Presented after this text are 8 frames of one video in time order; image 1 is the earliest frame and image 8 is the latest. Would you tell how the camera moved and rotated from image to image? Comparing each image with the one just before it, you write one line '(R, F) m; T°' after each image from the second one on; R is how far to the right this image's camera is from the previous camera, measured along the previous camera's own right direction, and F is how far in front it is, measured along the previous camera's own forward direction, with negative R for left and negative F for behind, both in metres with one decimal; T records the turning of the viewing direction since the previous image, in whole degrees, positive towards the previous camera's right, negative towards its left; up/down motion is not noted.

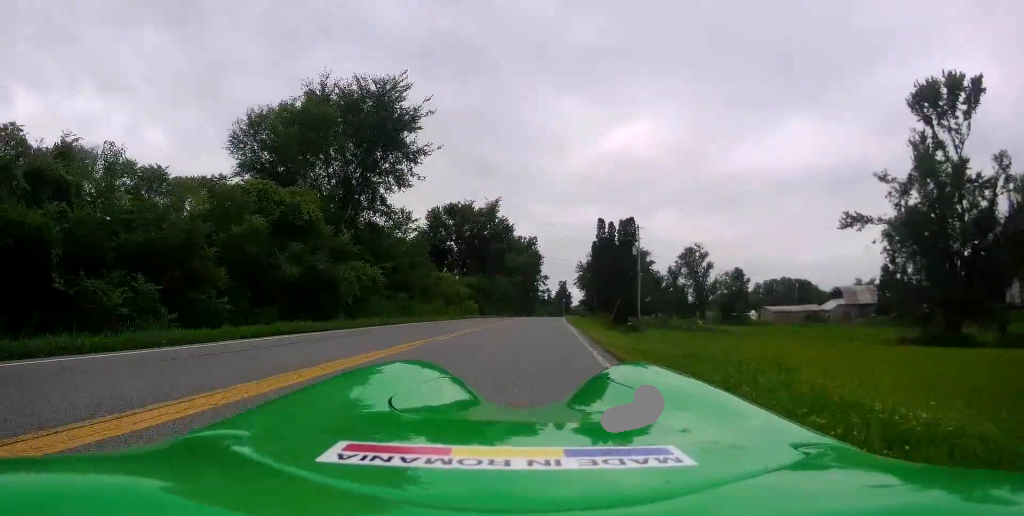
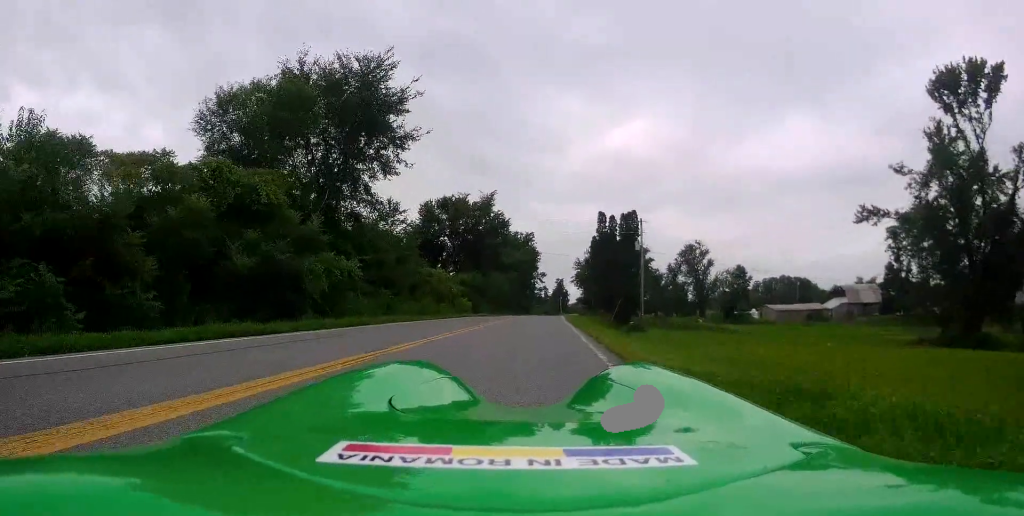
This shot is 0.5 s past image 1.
(0.0, +3.5) m; 0°
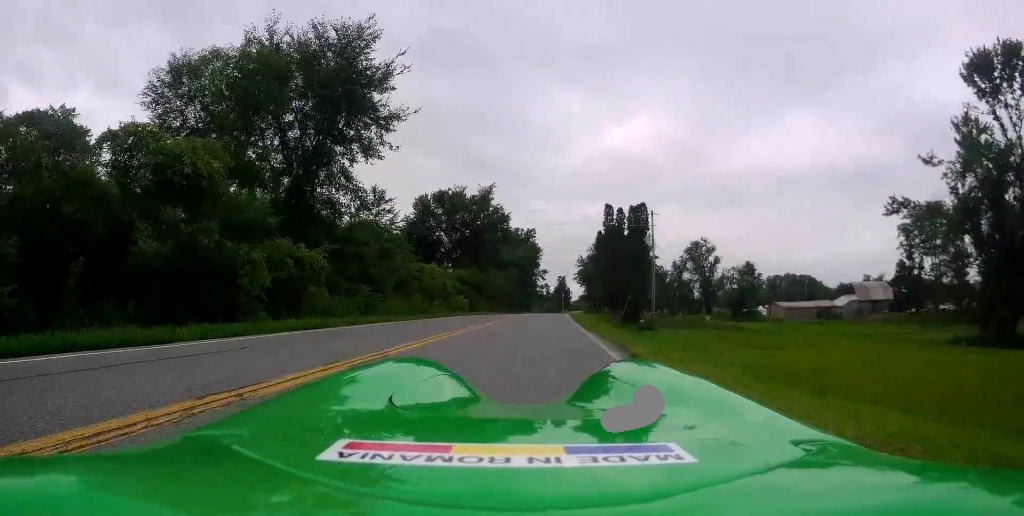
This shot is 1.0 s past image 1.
(0.0, +4.4) m; 0°
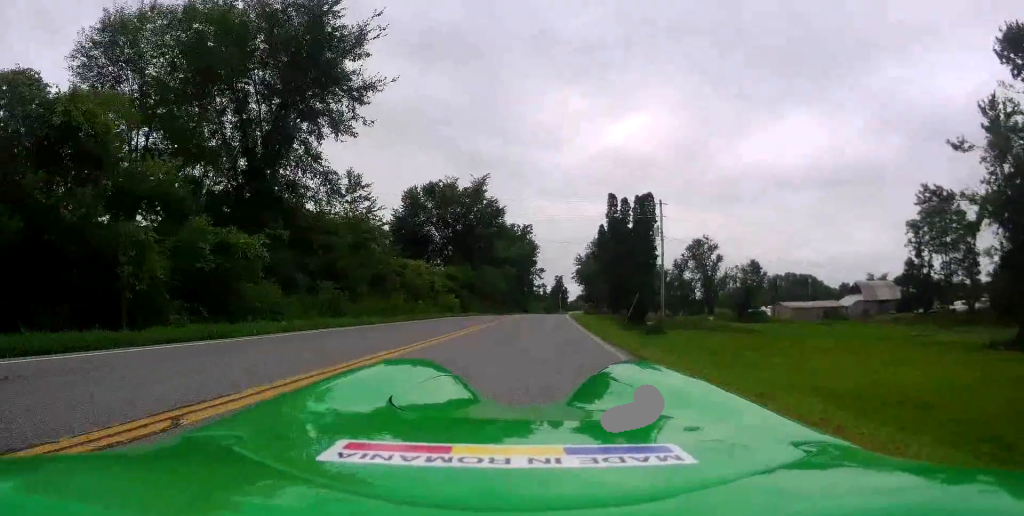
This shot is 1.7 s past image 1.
(0.0, +4.7) m; 0°
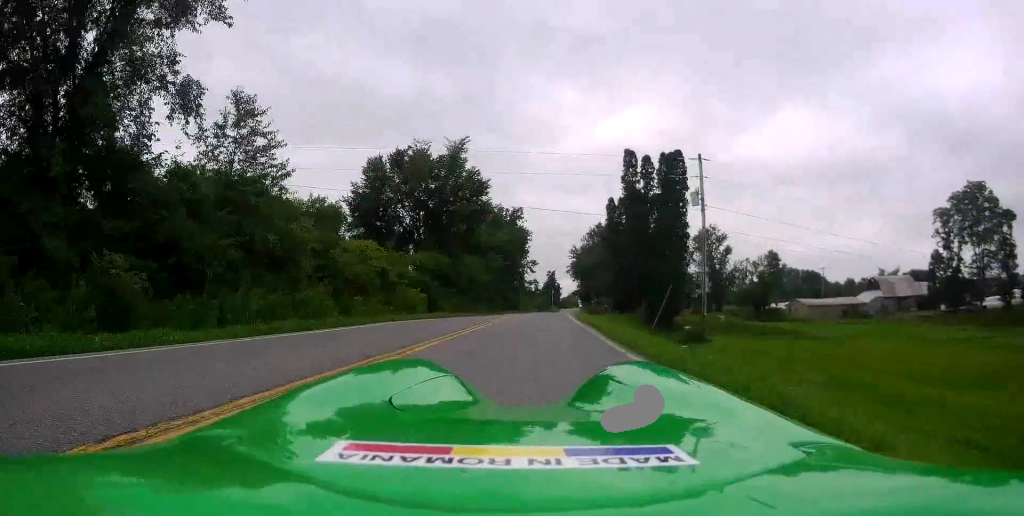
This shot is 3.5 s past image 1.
(+0.1, +13.3) m; +1°
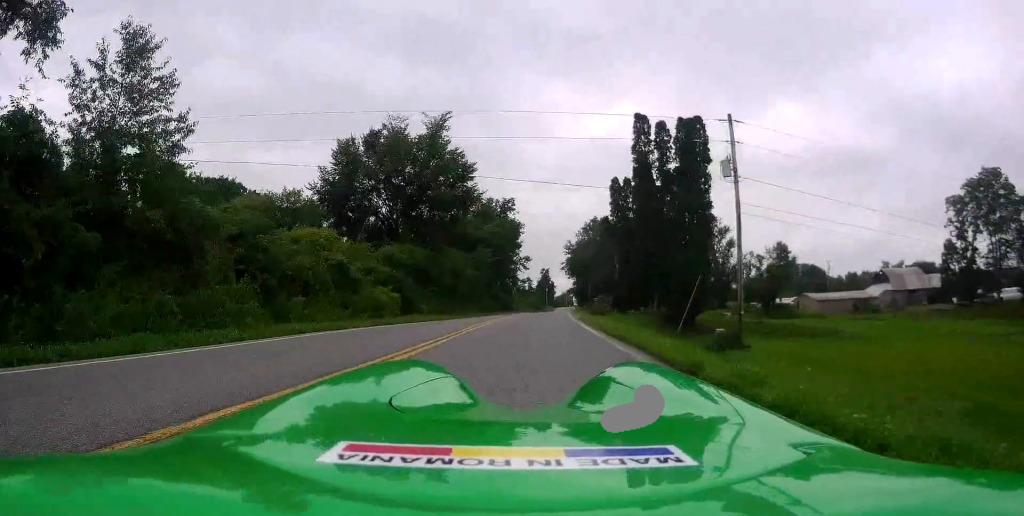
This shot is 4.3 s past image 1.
(0.0, +6.6) m; +1°
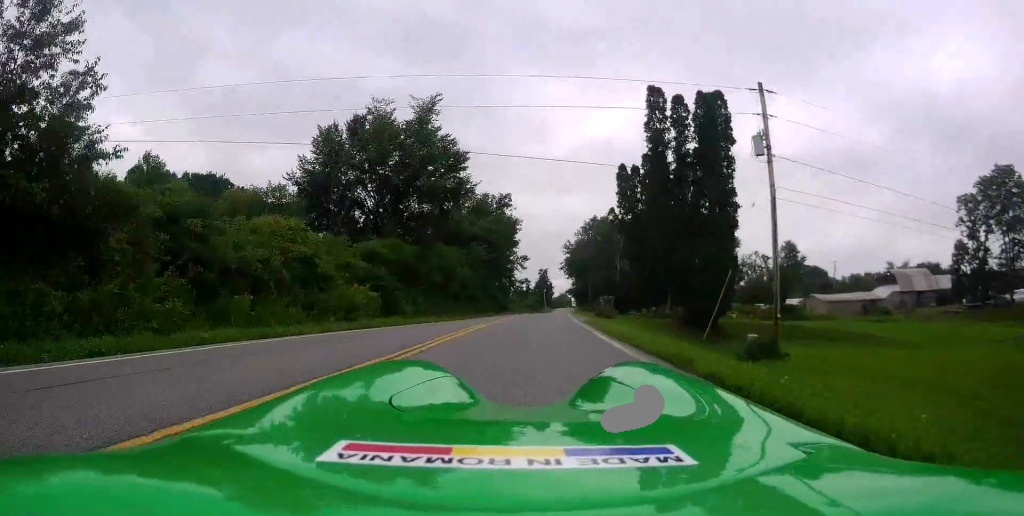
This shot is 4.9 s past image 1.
(+0.3, +4.4) m; -2°
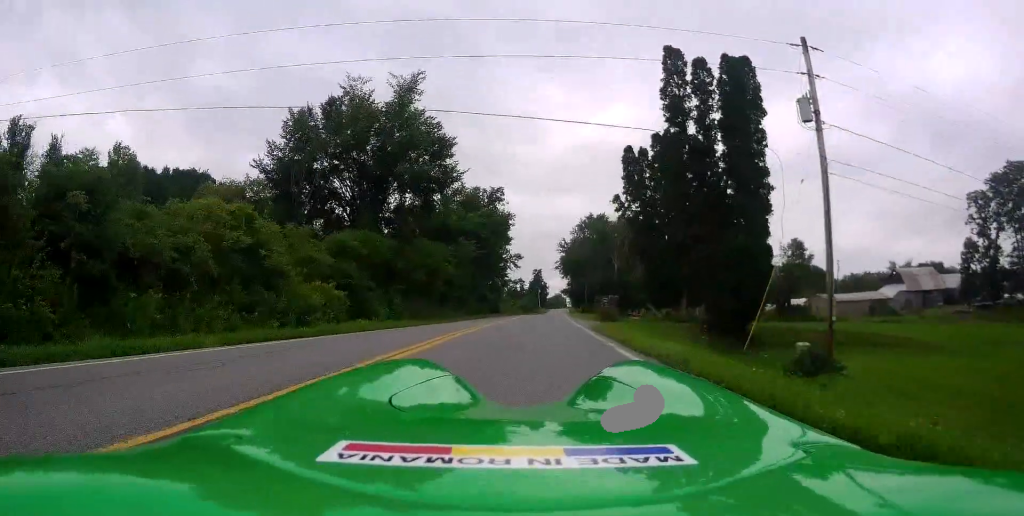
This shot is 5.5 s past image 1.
(-0.3, +4.8) m; -1°
